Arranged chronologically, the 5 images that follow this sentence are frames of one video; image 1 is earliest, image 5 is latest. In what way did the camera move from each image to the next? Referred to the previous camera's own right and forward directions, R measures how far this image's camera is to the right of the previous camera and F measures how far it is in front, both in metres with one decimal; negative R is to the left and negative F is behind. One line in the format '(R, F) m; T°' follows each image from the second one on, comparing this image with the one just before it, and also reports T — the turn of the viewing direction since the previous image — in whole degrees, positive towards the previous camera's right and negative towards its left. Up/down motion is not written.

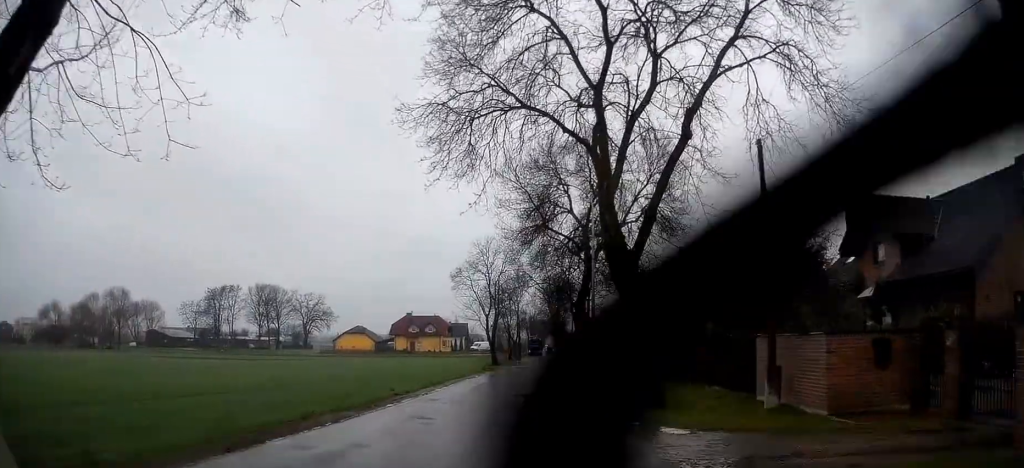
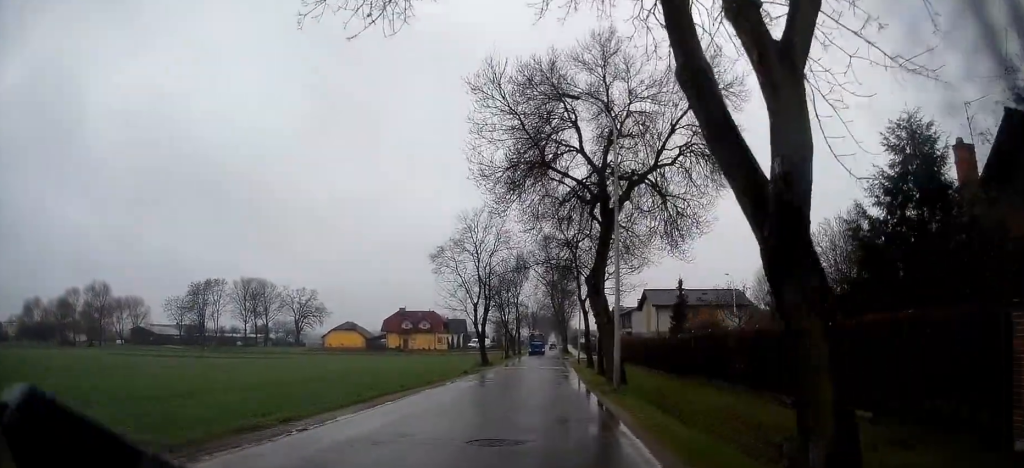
(-0.1, +11.2) m; -1°
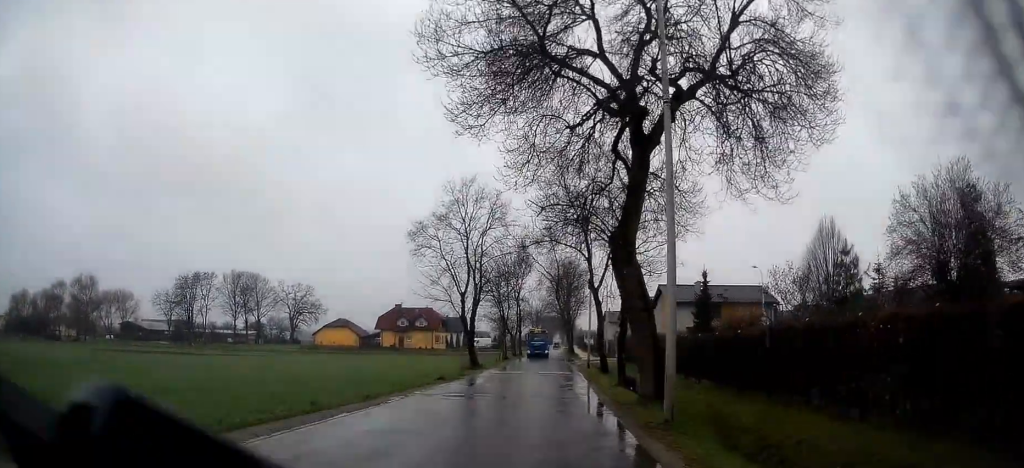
(-0.2, +9.2) m; -1°
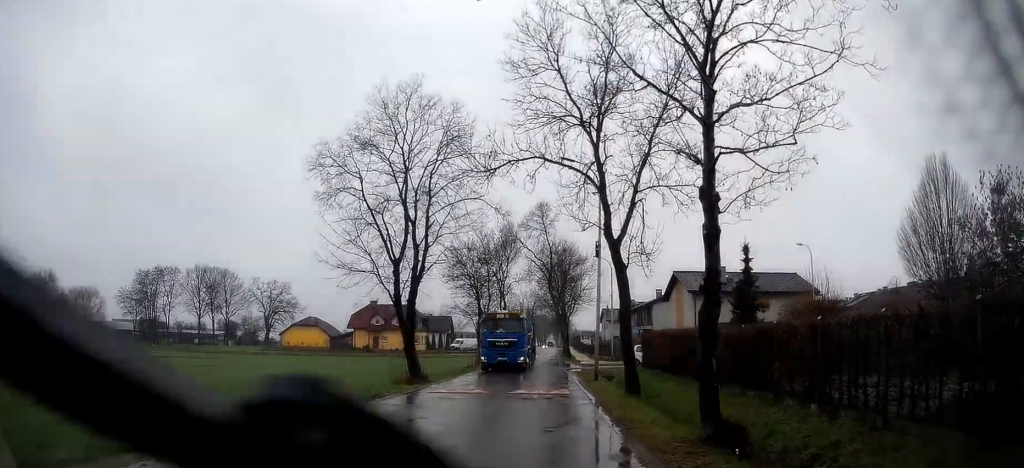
(+0.1, +13.8) m; -1°
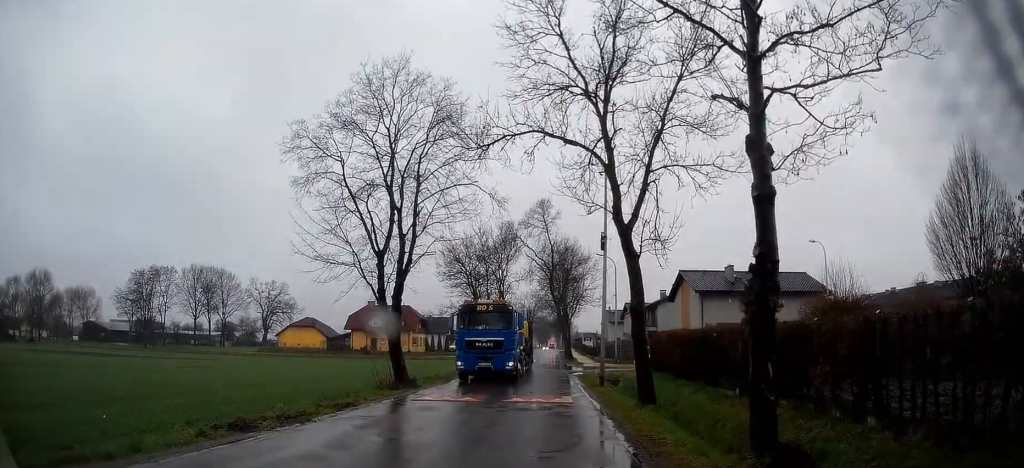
(-0.1, +2.7) m; +1°
